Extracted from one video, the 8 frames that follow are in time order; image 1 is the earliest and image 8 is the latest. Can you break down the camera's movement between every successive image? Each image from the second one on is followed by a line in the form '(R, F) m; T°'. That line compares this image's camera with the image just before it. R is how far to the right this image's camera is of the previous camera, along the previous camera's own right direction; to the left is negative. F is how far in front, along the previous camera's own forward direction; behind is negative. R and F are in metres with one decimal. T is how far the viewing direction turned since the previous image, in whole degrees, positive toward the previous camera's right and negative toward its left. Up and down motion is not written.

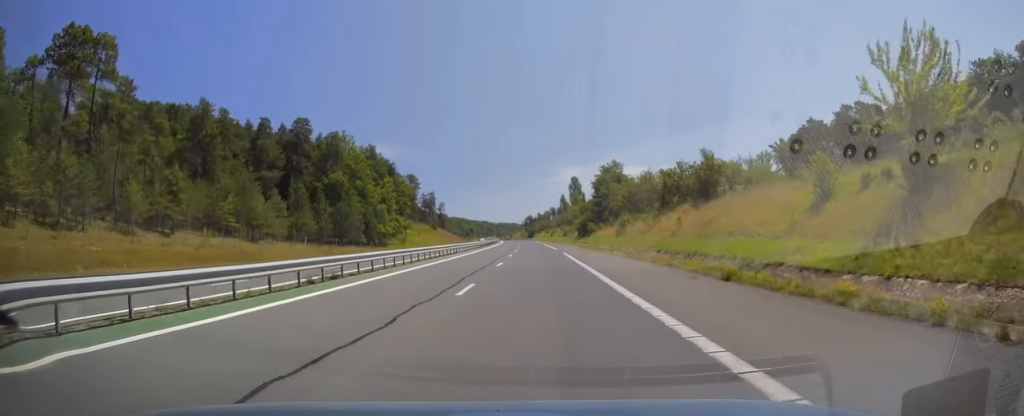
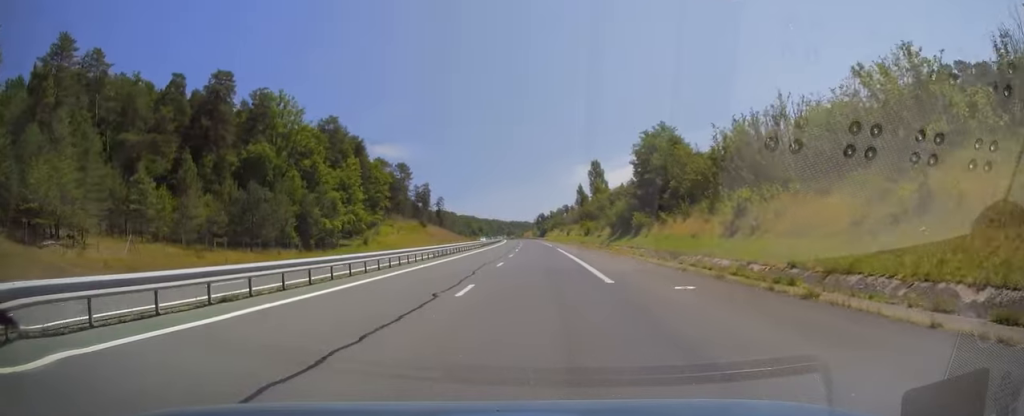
(-0.3, +39.2) m; -1°
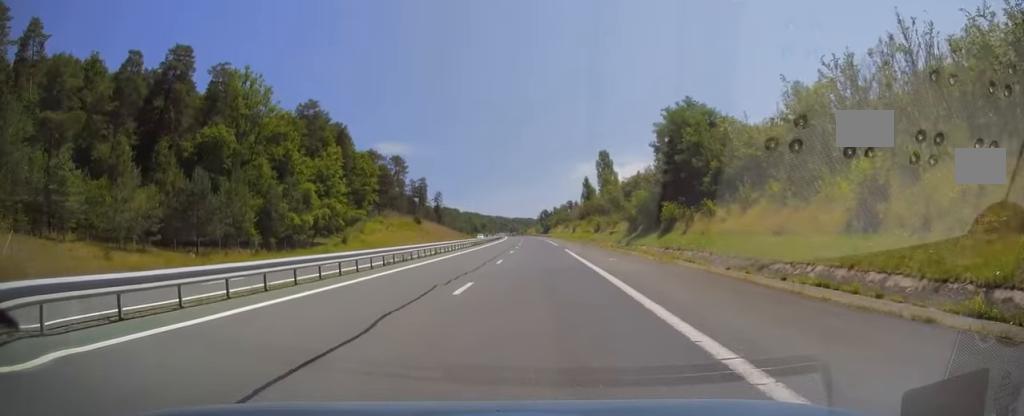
(0.0, +13.3) m; 0°
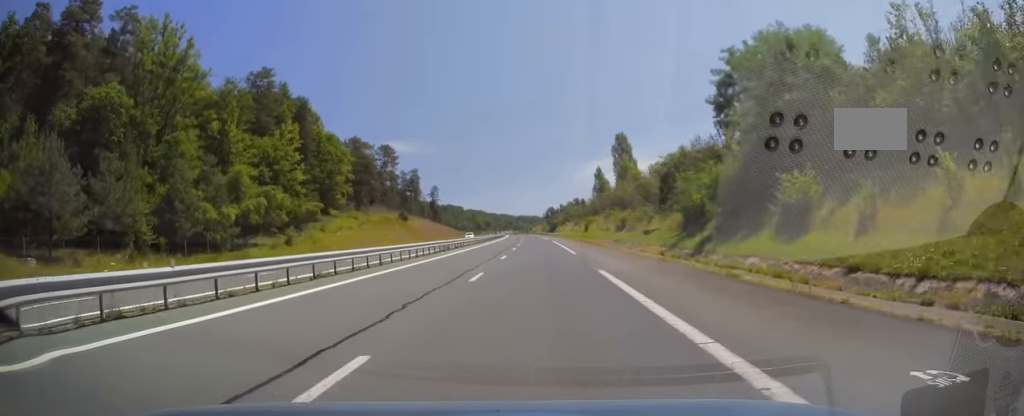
(0.0, +22.6) m; -1°
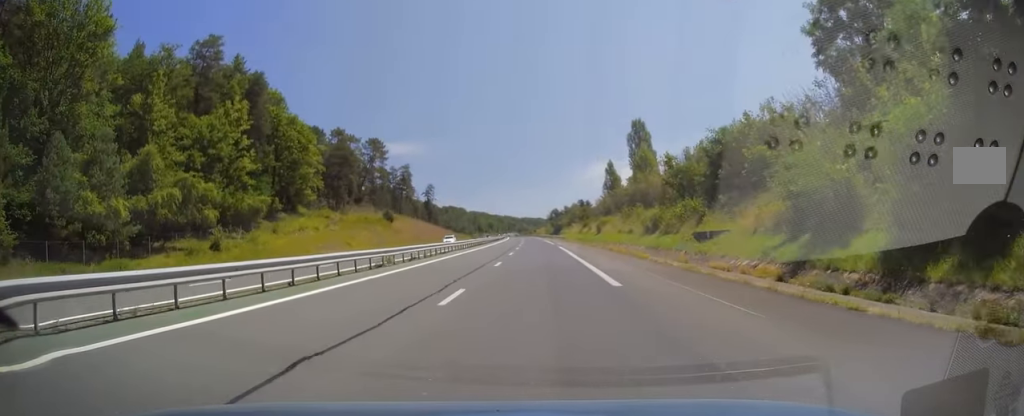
(-0.2, +17.6) m; 0°
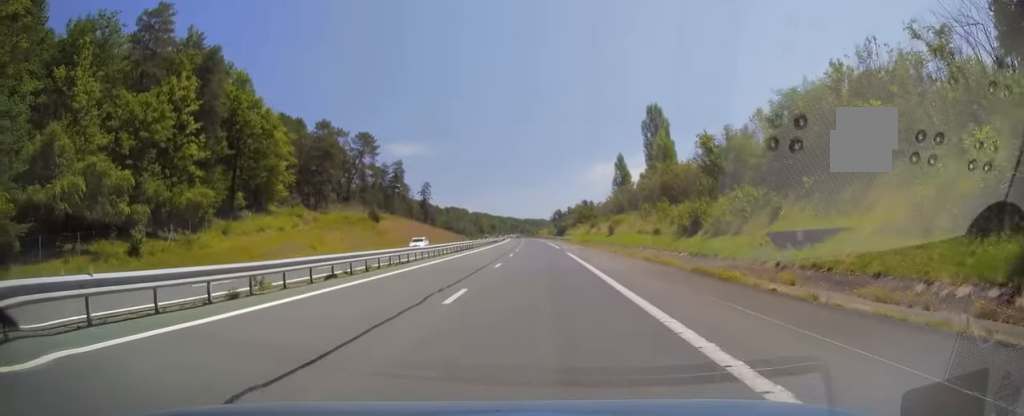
(-0.1, +12.7) m; 0°
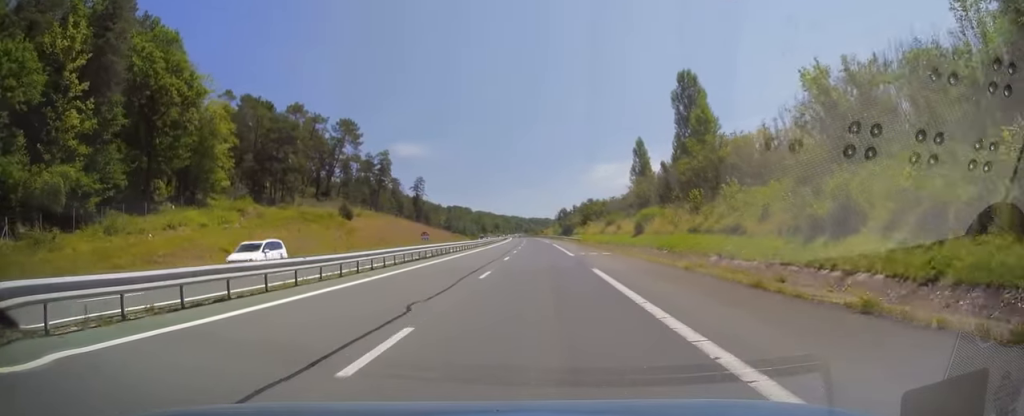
(0.0, +19.2) m; -1°
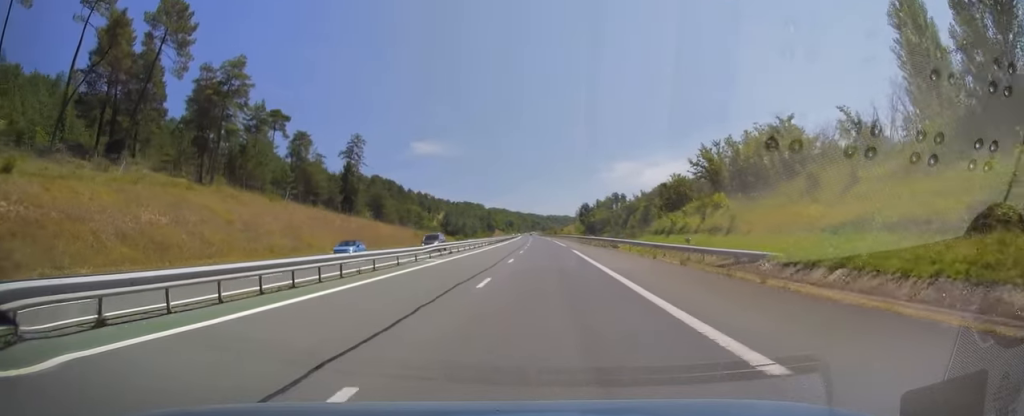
(-0.9, +80.9) m; -2°
